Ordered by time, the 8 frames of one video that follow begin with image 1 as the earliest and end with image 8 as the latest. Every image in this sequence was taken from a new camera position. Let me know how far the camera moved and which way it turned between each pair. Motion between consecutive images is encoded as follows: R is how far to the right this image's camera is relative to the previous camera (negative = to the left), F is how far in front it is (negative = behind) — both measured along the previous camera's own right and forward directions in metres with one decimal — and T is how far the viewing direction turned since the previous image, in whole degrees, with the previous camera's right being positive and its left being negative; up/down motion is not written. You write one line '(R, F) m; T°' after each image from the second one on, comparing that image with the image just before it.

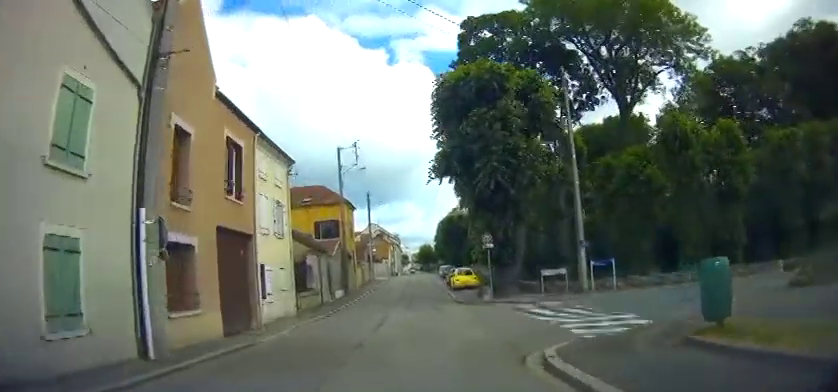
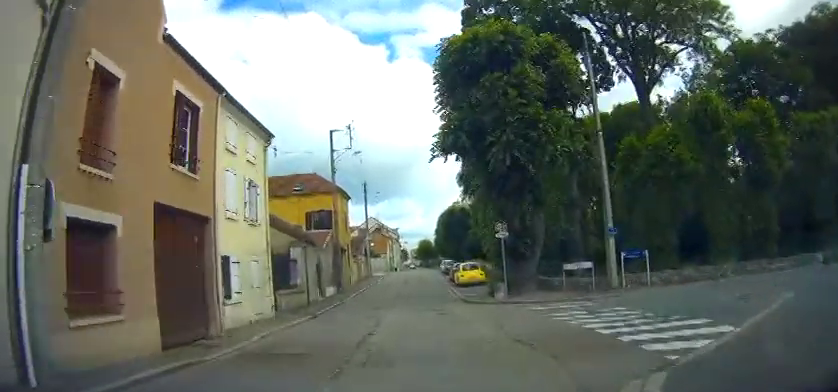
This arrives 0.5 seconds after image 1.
(0.0, +3.7) m; 0°
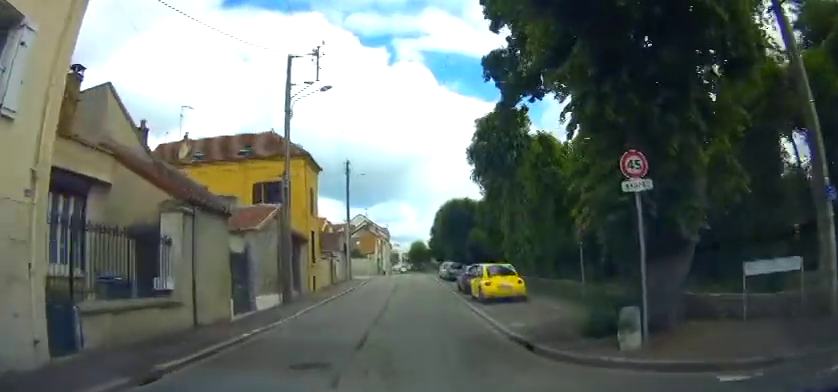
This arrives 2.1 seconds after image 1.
(0.0, +12.7) m; -1°
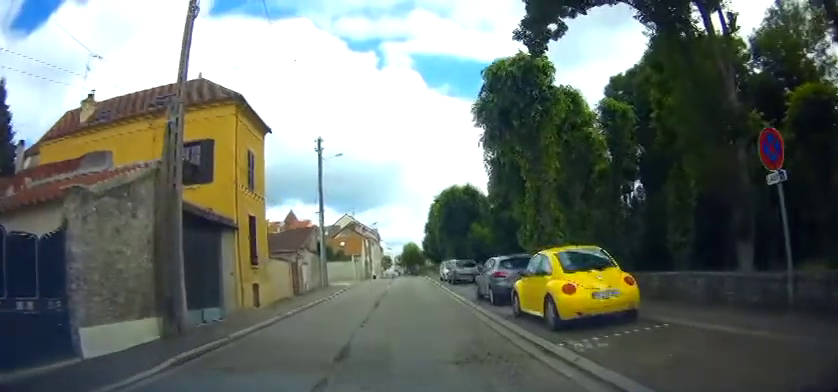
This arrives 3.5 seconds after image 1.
(0.0, +10.1) m; +1°
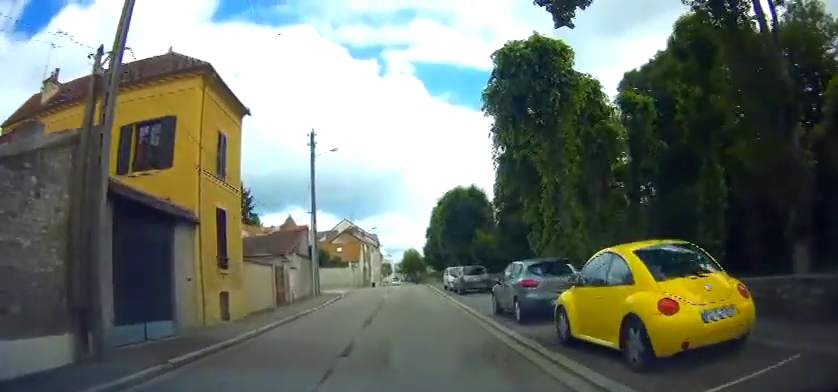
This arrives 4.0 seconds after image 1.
(0.0, +3.5) m; +1°
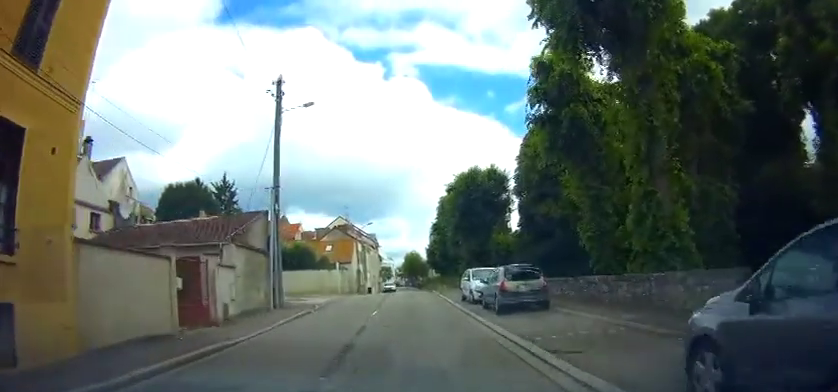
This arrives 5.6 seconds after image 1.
(0.0, +10.5) m; 0°
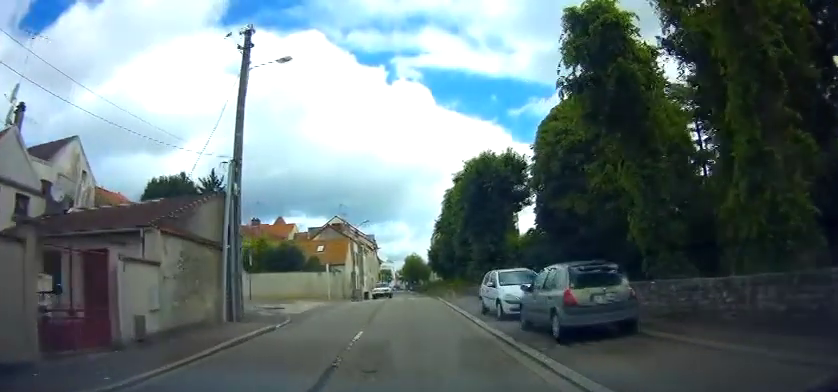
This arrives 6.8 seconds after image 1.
(-0.1, +6.2) m; -1°
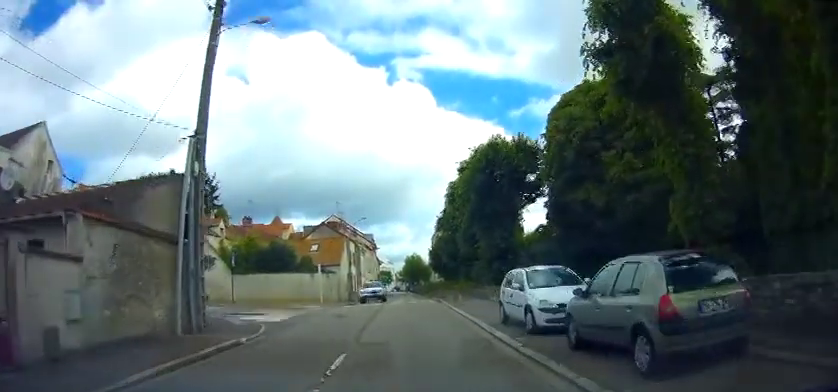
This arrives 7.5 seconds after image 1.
(0.0, +3.5) m; 0°
